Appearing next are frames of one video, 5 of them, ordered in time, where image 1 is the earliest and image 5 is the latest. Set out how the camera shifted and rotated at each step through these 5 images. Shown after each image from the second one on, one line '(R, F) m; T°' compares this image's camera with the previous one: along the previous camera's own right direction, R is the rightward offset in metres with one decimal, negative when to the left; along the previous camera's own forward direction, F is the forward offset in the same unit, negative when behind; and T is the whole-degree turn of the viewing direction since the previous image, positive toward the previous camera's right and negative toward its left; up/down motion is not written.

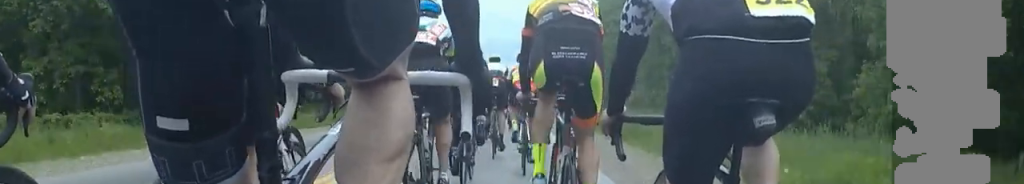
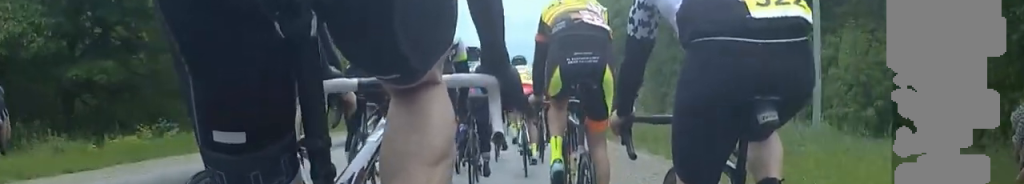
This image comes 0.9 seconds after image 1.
(+0.5, +7.9) m; +3°
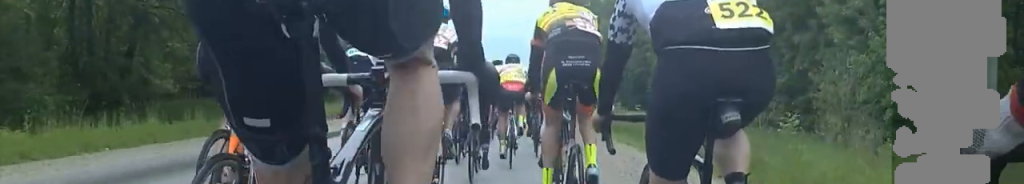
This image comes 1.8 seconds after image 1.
(0.0, +8.6) m; +1°
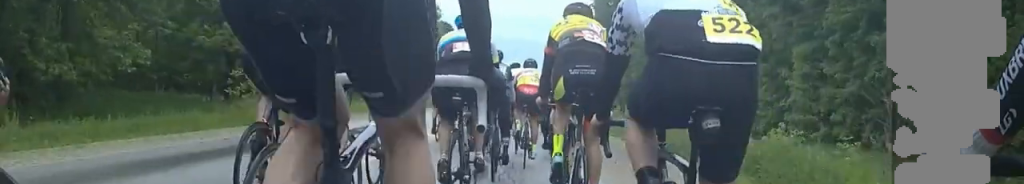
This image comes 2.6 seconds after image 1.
(0.0, +6.6) m; +2°
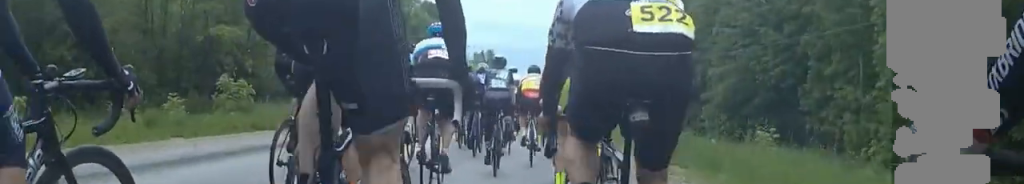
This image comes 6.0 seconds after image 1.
(+0.2, +27.5) m; 0°
